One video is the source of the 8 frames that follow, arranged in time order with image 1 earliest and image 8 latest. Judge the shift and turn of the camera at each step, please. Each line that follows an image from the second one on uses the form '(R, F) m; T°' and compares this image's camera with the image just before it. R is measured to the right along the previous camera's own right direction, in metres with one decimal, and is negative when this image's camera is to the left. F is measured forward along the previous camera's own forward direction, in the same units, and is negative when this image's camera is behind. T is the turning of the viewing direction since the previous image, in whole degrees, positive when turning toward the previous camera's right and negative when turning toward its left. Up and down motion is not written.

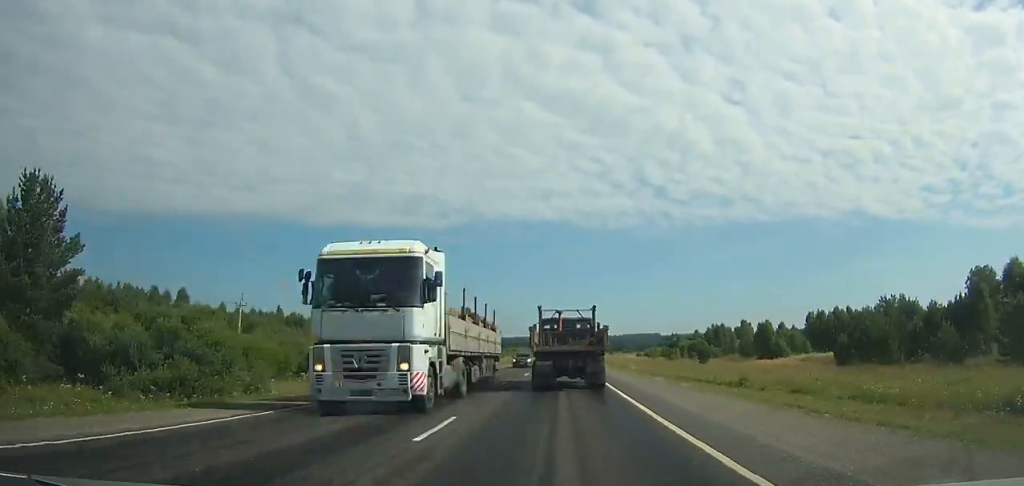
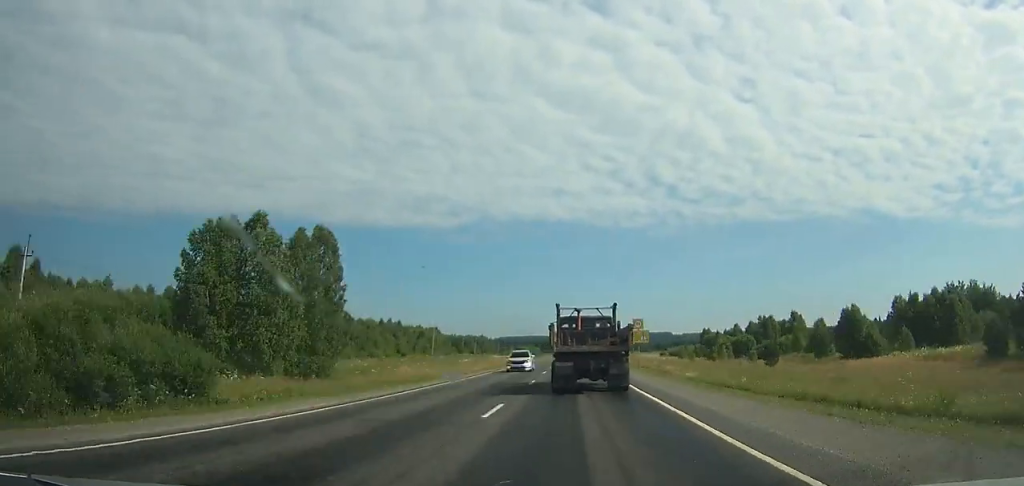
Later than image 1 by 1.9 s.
(-0.1, +31.8) m; 0°
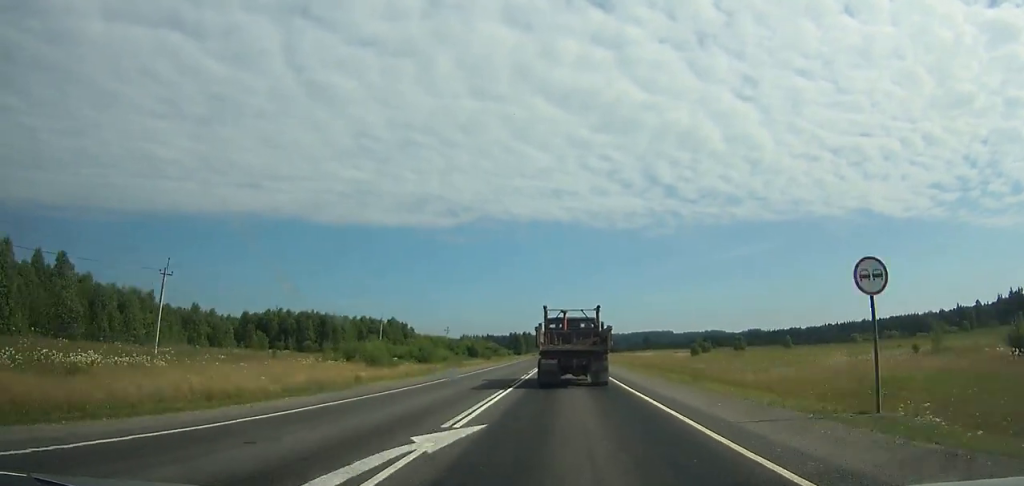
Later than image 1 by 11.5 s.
(+1.5, +162.3) m; 0°
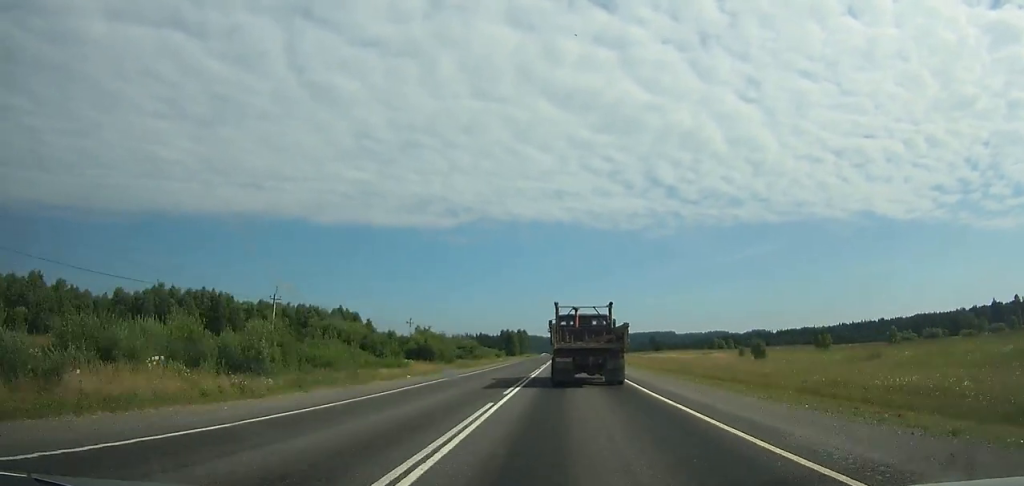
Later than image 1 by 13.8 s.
(-0.1, +39.8) m; 0°
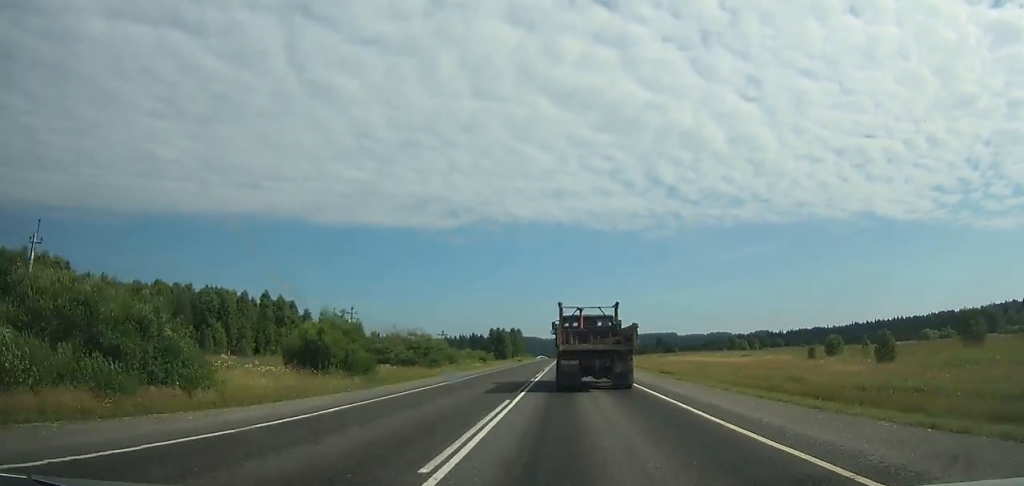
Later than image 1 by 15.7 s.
(0.0, +33.2) m; 0°
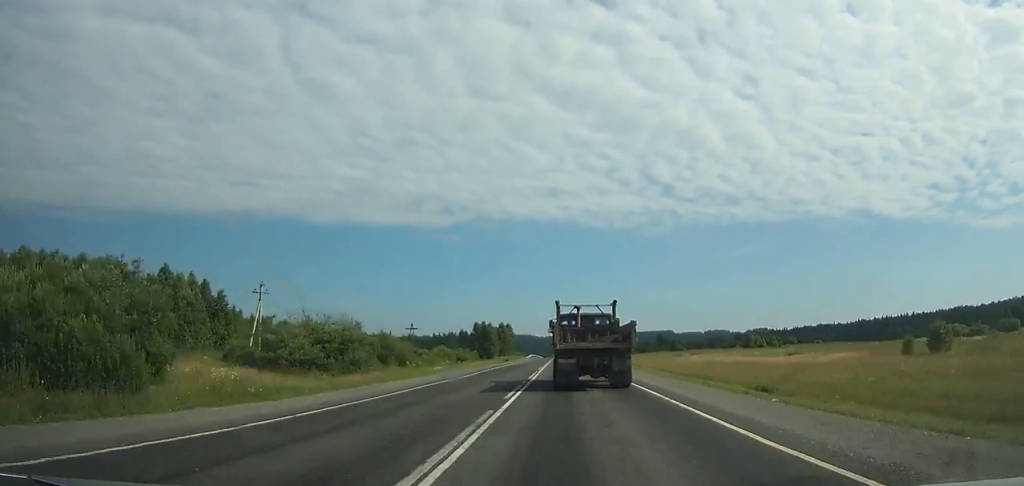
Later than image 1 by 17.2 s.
(0.0, +26.2) m; 0°
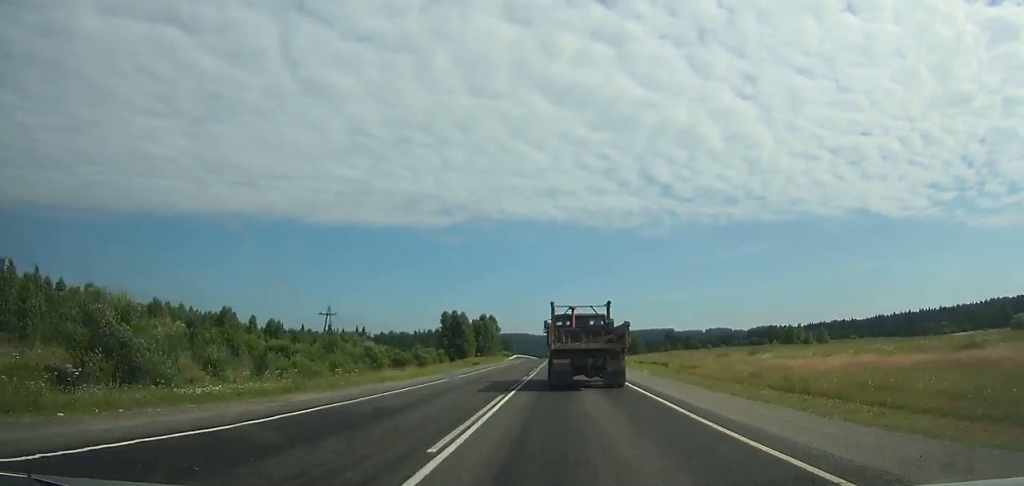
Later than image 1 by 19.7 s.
(+0.1, +43.5) m; 0°
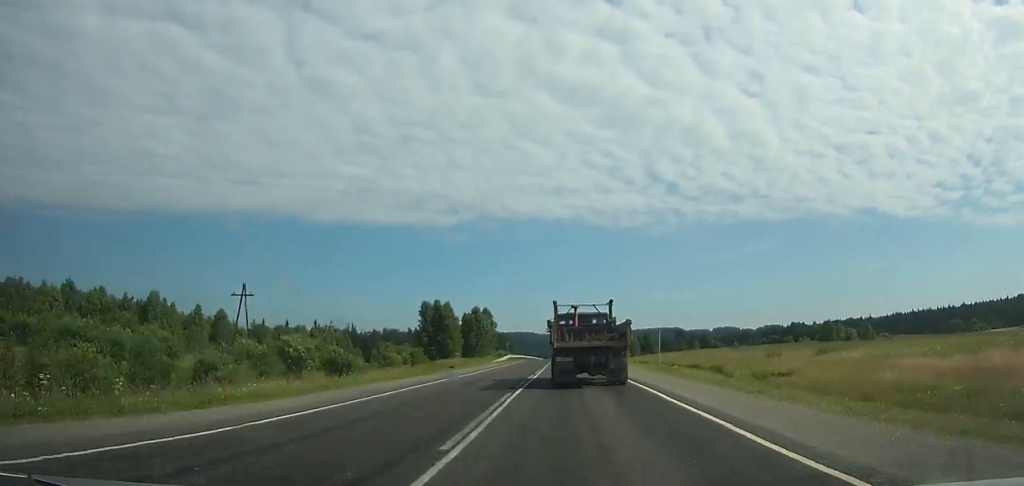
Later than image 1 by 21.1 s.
(0.0, +24.0) m; 0°
